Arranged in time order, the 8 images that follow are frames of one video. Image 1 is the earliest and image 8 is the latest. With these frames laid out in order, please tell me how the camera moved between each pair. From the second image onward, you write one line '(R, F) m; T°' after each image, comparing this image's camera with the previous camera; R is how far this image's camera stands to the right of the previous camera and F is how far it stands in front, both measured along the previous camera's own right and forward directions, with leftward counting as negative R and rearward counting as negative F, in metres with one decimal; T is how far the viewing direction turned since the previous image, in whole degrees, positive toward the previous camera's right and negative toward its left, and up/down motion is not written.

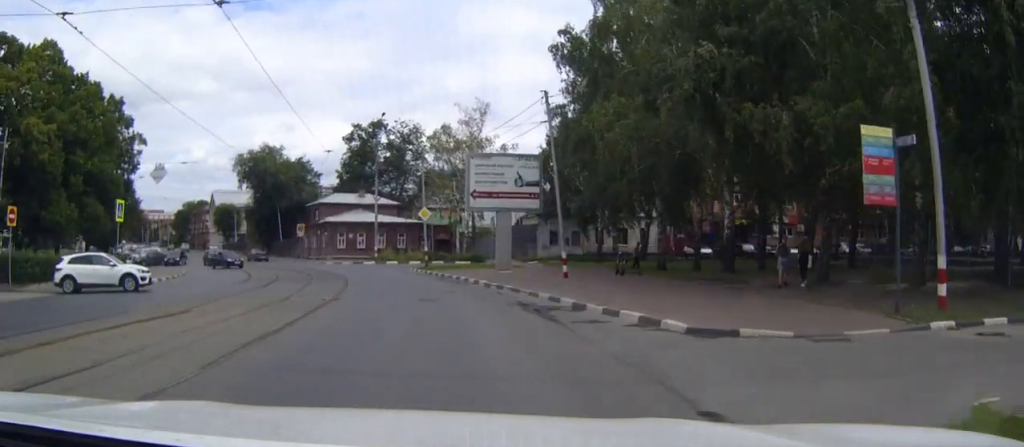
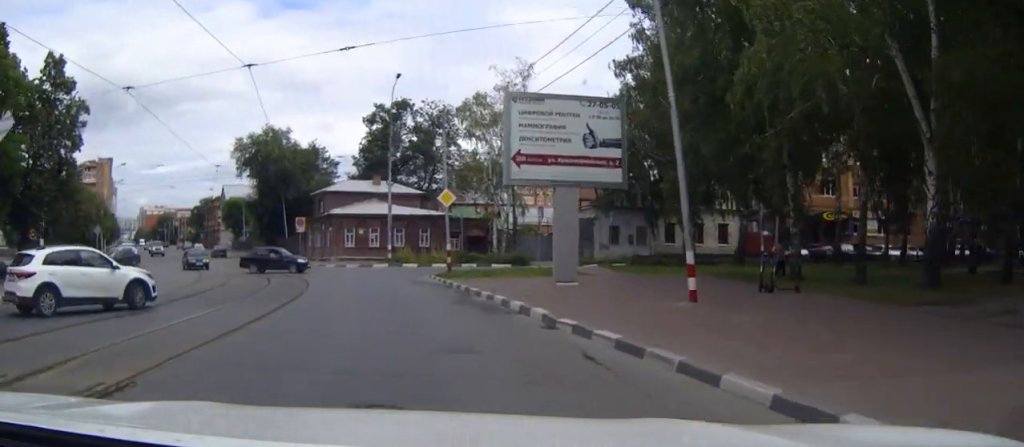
(-0.2, +14.7) m; -3°
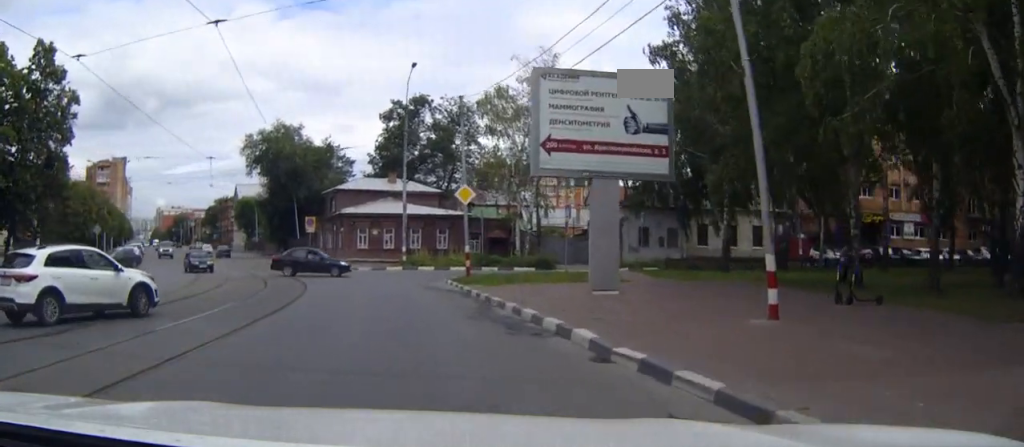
(0.0, +3.7) m; -1°
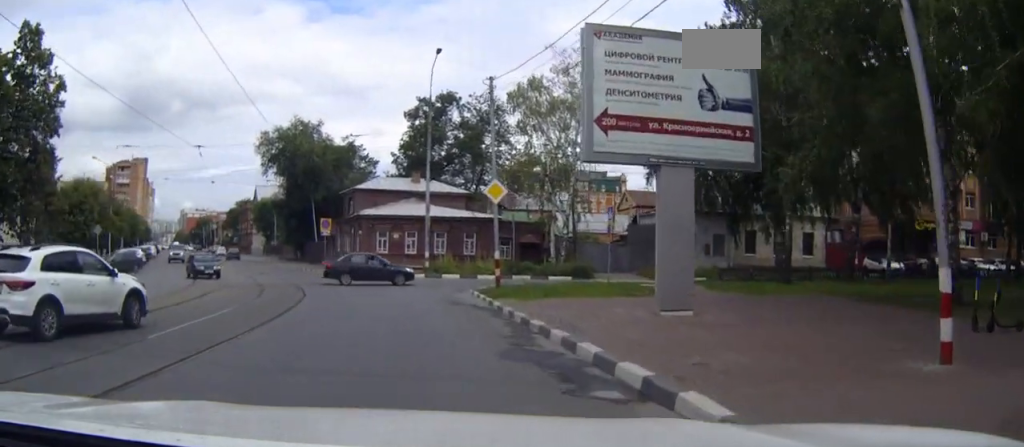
(-0.1, +4.8) m; -3°
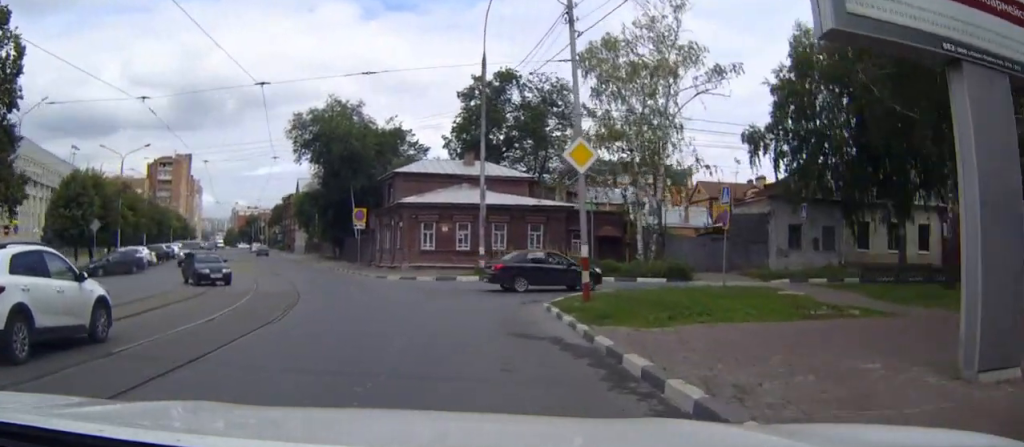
(-0.6, +9.1) m; -6°
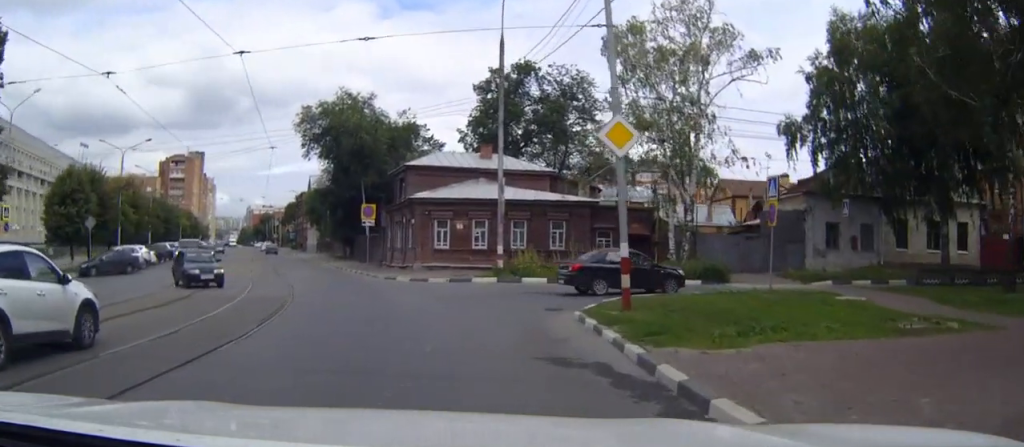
(-0.1, +2.9) m; -1°
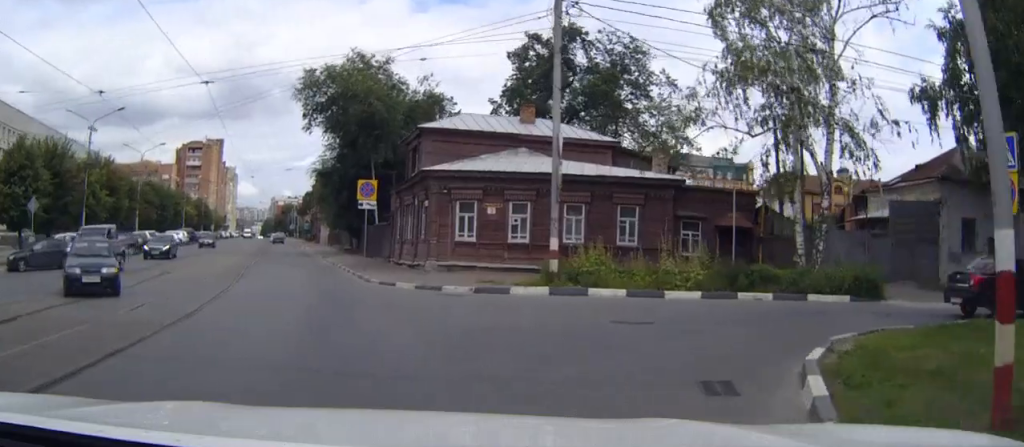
(0.0, +11.0) m; +3°
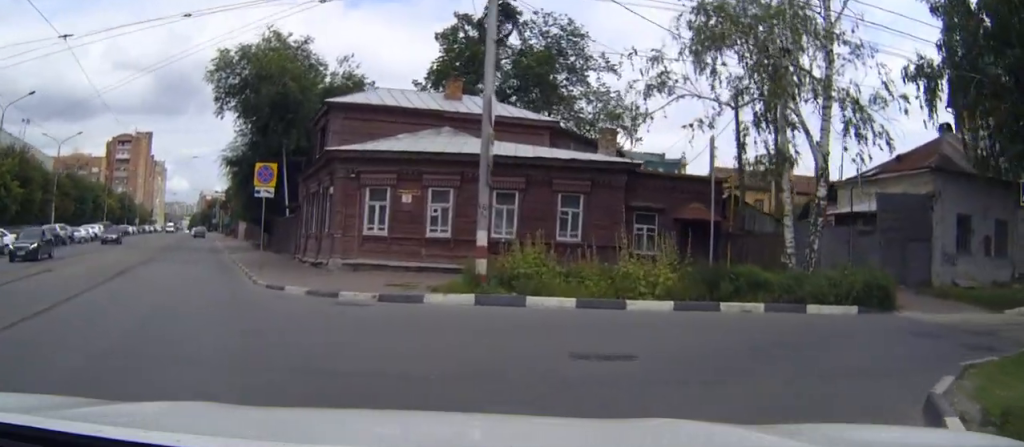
(+0.2, +4.5) m; +8°
